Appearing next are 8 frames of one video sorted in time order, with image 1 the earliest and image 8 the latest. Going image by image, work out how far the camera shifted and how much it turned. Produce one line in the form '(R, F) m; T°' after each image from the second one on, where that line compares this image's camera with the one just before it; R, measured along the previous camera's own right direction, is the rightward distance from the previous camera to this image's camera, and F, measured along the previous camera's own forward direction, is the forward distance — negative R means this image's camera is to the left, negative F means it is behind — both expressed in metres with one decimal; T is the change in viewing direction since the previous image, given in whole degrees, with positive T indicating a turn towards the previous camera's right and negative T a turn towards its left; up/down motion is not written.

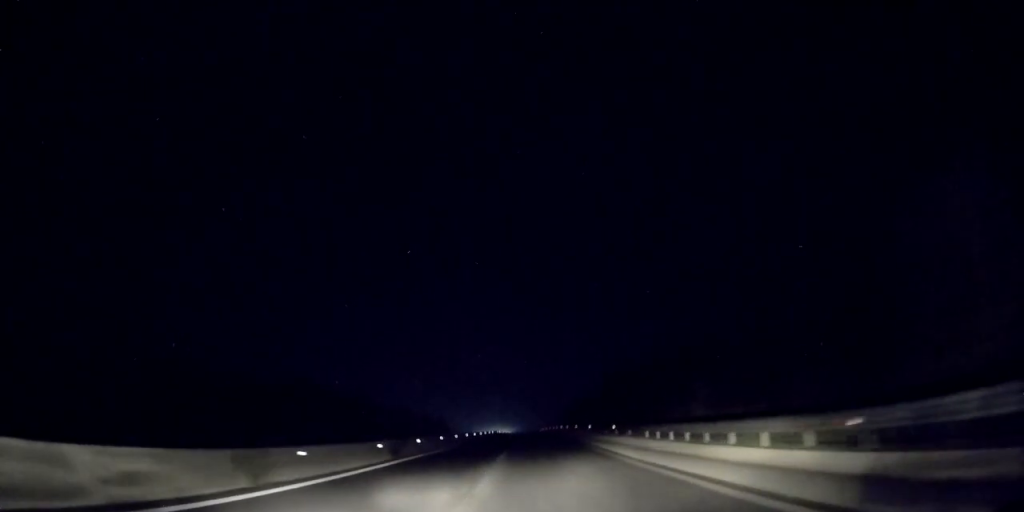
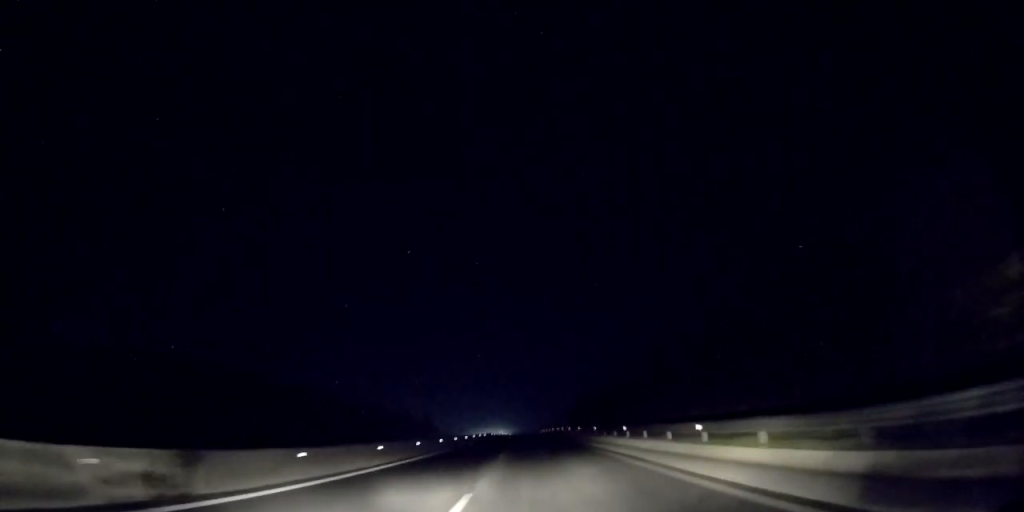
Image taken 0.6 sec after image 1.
(+0.1, +15.9) m; +1°
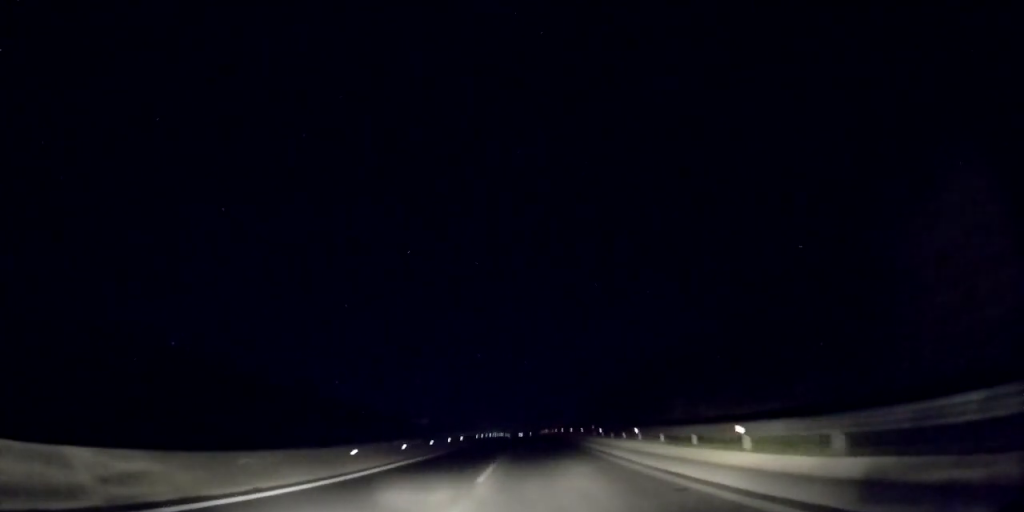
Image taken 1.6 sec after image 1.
(+0.2, +27.8) m; 0°
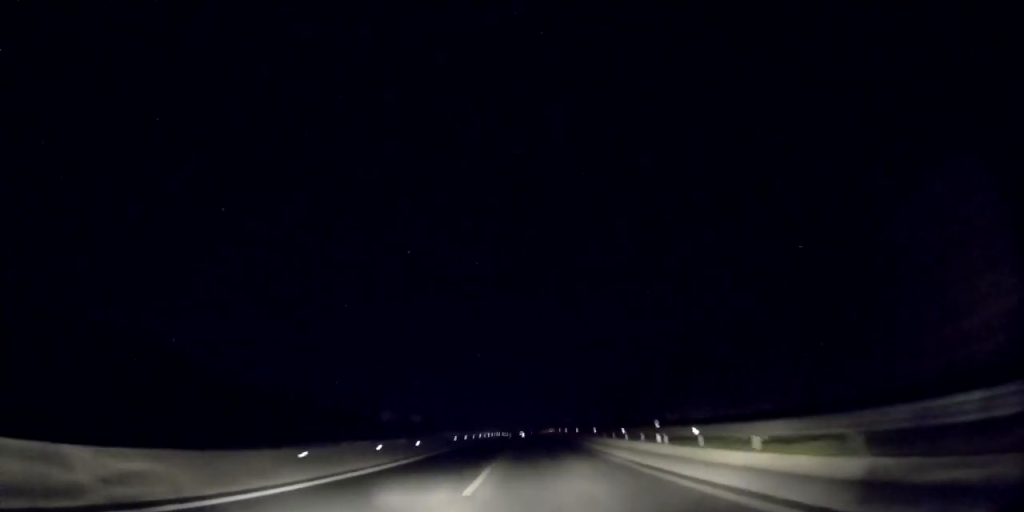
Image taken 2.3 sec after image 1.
(-0.3, +20.5) m; 0°
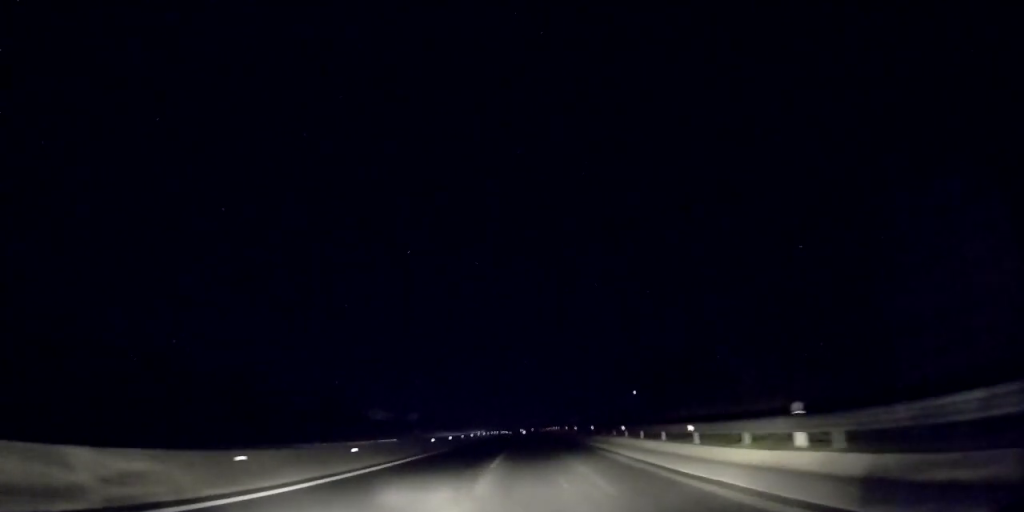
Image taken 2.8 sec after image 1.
(-0.2, +11.4) m; 0°
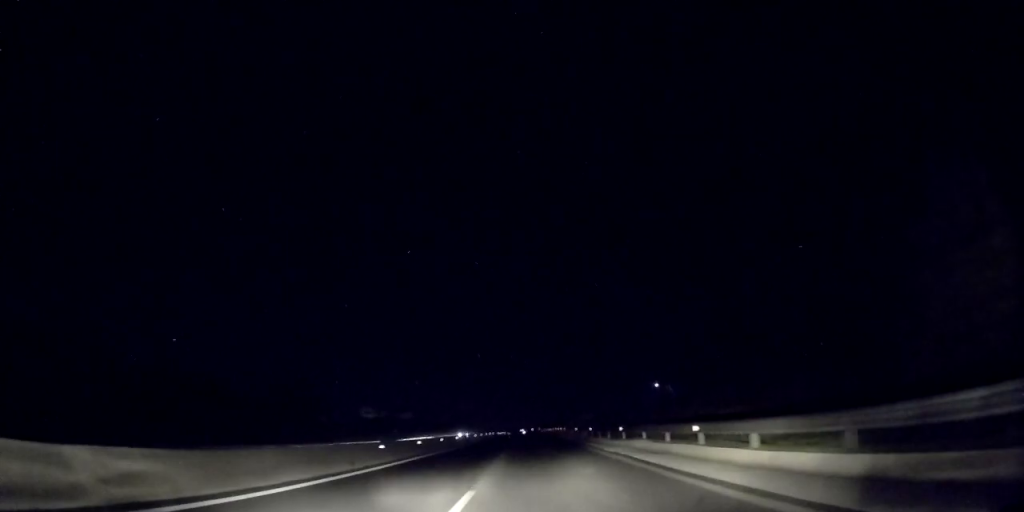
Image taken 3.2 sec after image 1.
(+0.1, +12.3) m; 0°
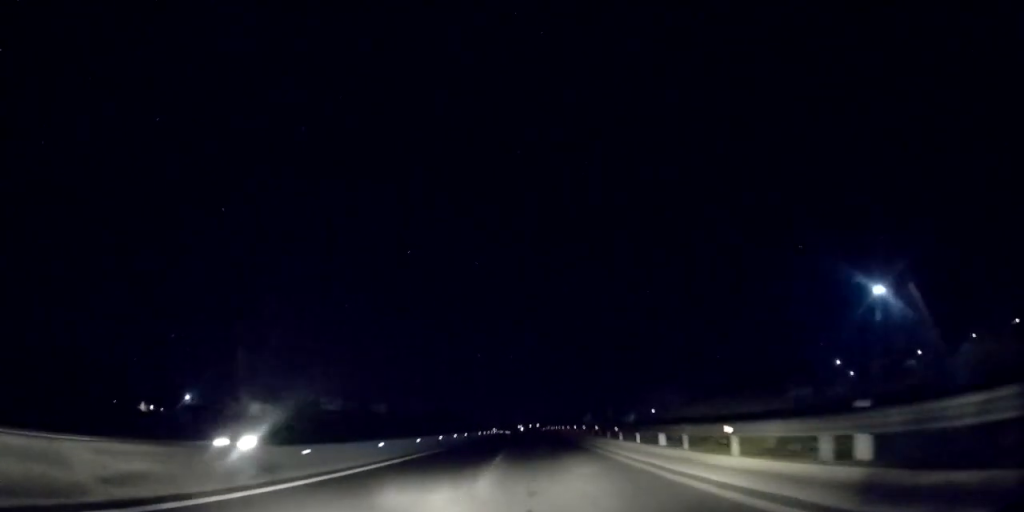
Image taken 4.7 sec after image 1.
(+0.1, +39.8) m; 0°
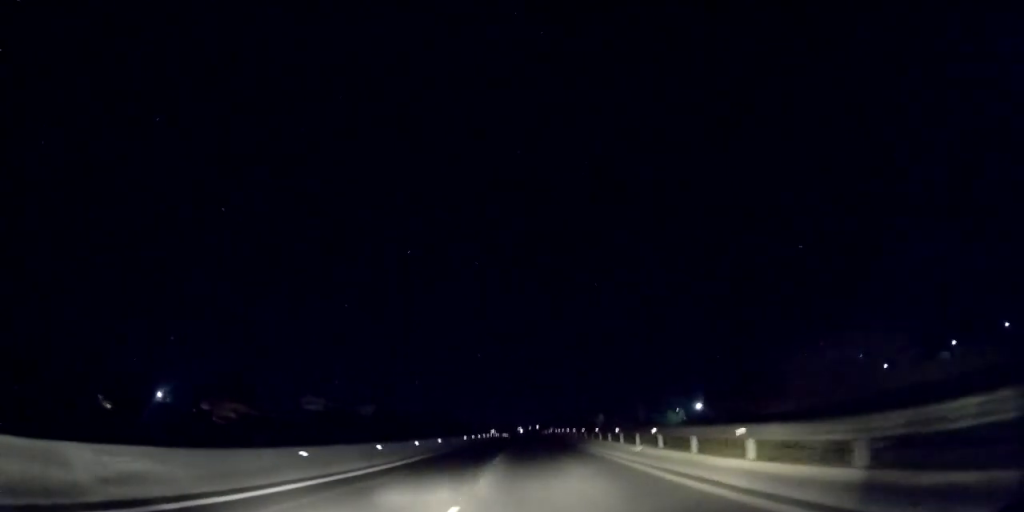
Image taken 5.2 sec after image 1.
(0.0, +16.0) m; 0°
